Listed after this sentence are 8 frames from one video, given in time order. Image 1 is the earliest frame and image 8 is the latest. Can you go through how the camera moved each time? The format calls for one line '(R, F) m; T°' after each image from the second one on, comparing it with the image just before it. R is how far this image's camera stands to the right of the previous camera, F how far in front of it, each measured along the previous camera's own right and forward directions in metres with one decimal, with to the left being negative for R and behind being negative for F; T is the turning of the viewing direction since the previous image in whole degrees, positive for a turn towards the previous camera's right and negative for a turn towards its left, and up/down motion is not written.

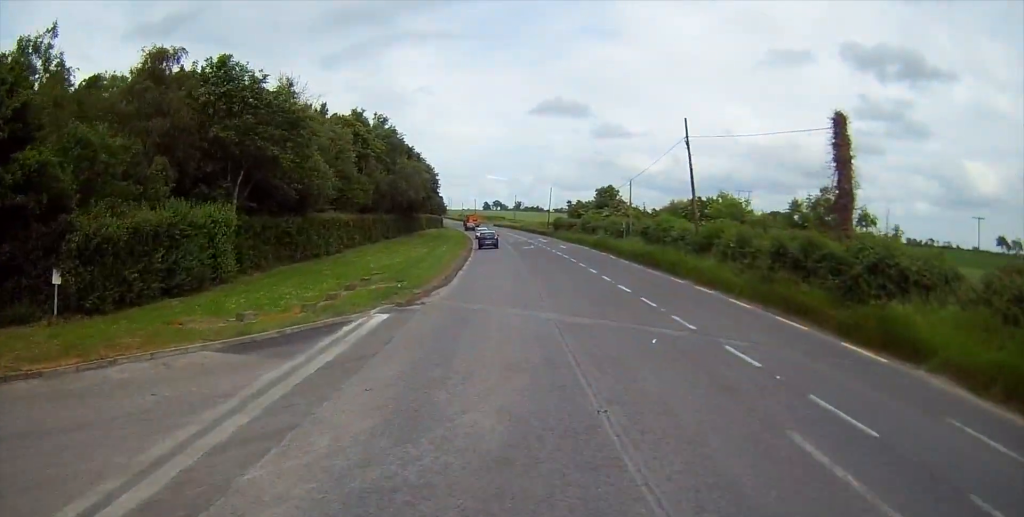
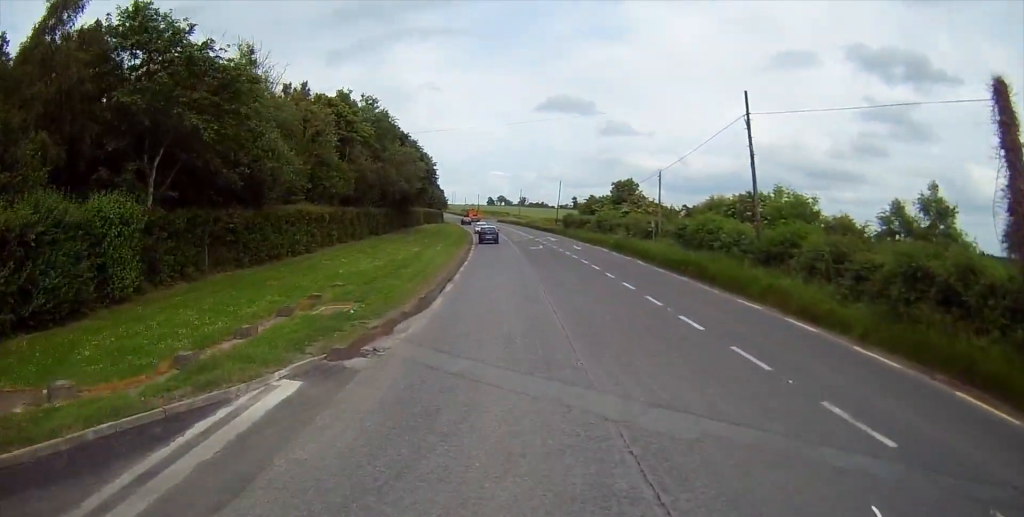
(-0.2, +8.4) m; 0°
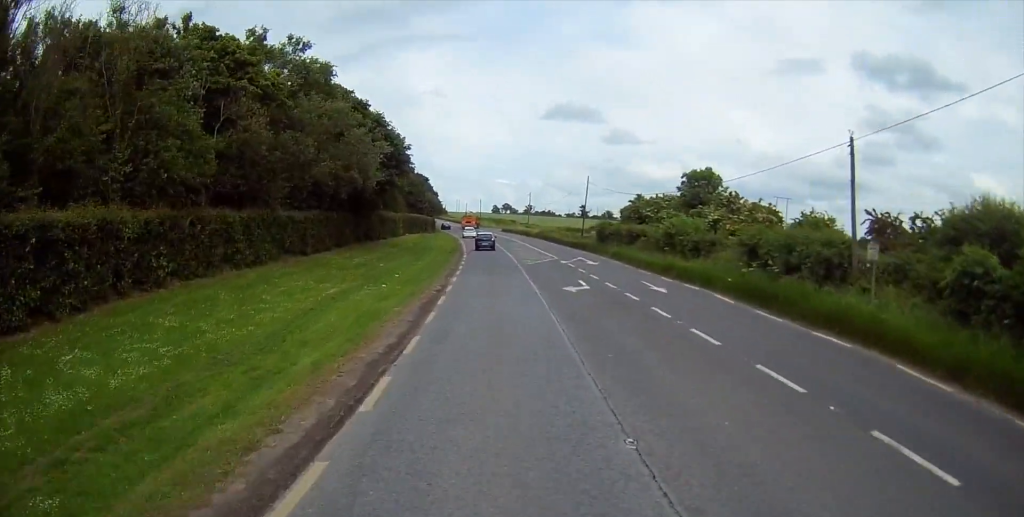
(-0.2, +25.7) m; -2°
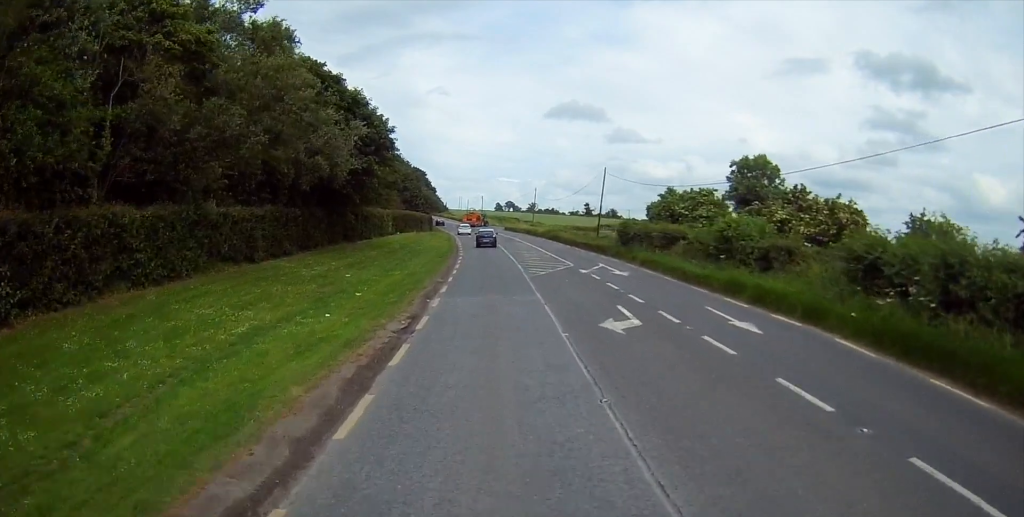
(-0.1, +9.2) m; 0°
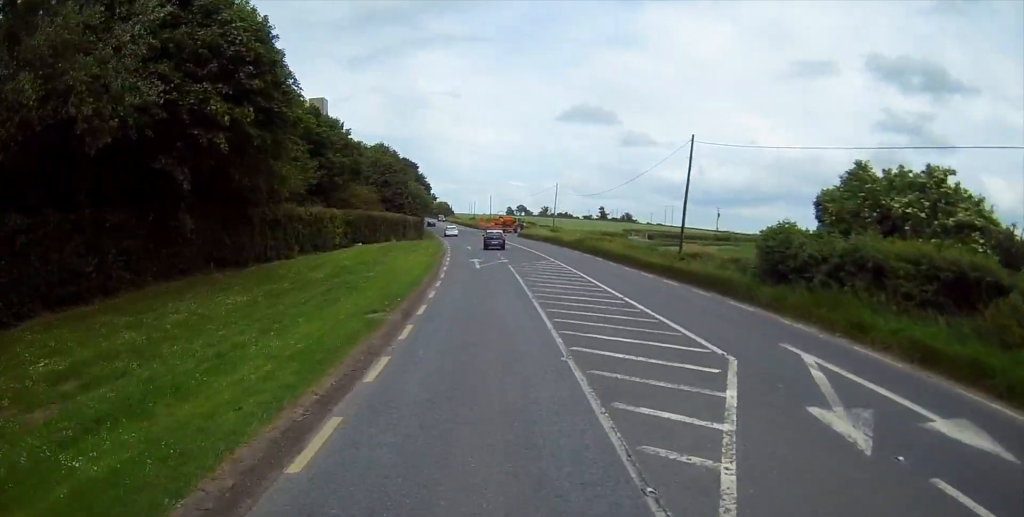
(+0.3, +24.8) m; +1°
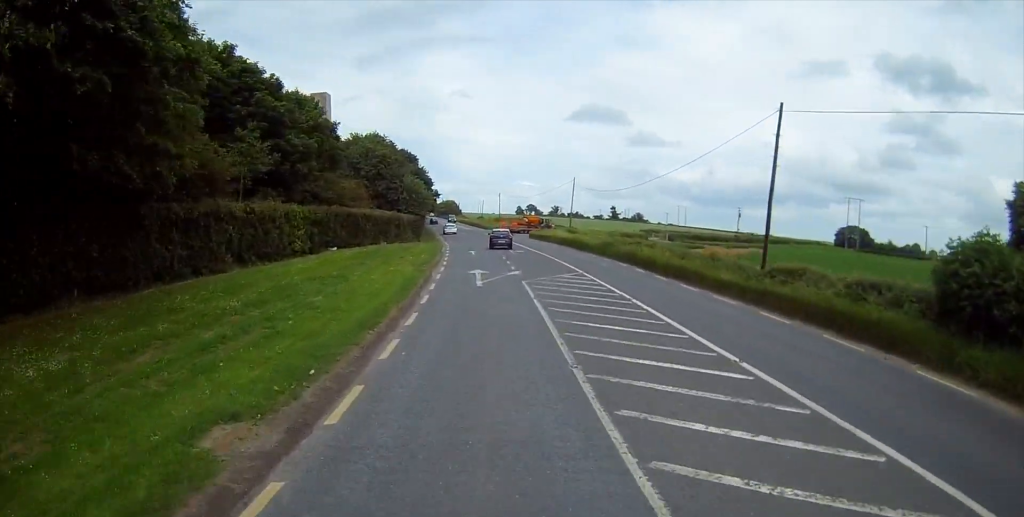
(0.0, +10.1) m; -1°
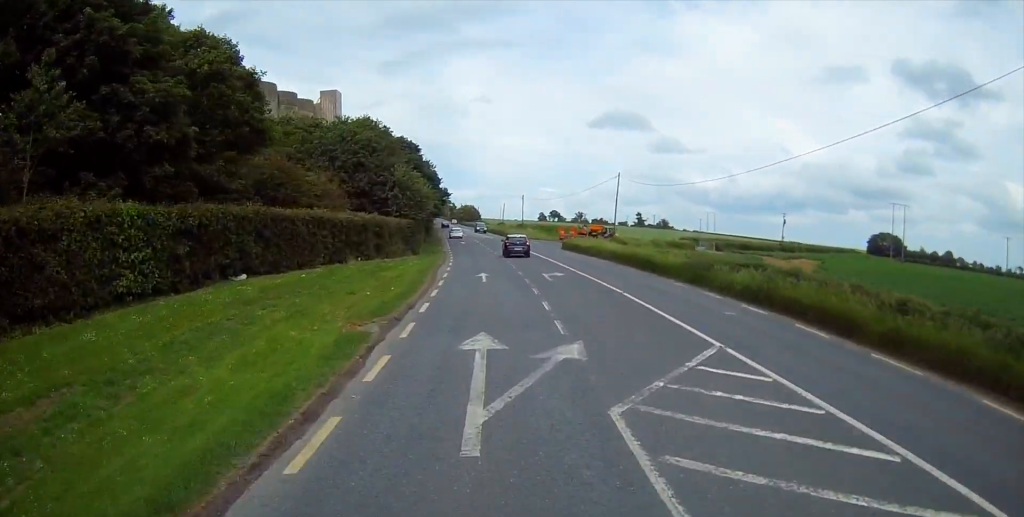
(-0.2, +17.2) m; -2°
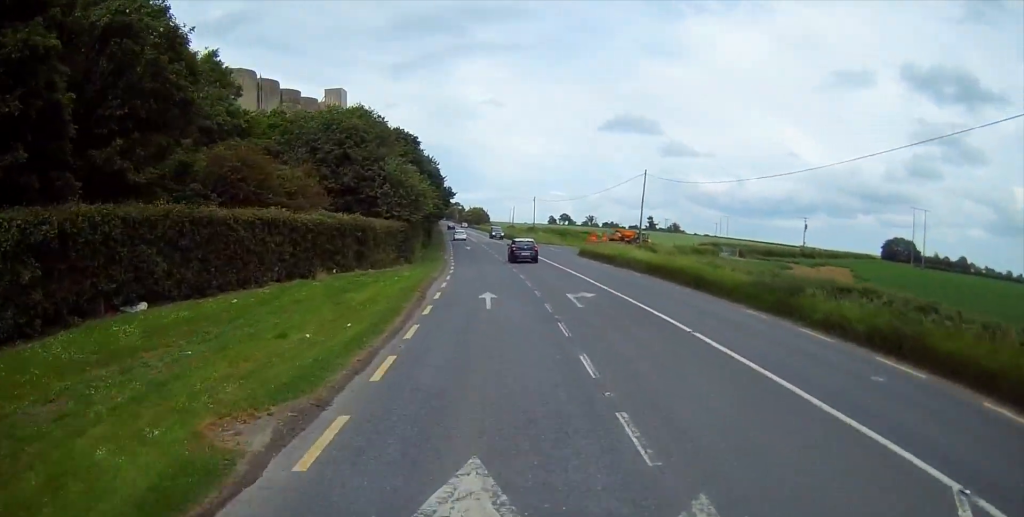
(-0.2, +7.7) m; -1°
